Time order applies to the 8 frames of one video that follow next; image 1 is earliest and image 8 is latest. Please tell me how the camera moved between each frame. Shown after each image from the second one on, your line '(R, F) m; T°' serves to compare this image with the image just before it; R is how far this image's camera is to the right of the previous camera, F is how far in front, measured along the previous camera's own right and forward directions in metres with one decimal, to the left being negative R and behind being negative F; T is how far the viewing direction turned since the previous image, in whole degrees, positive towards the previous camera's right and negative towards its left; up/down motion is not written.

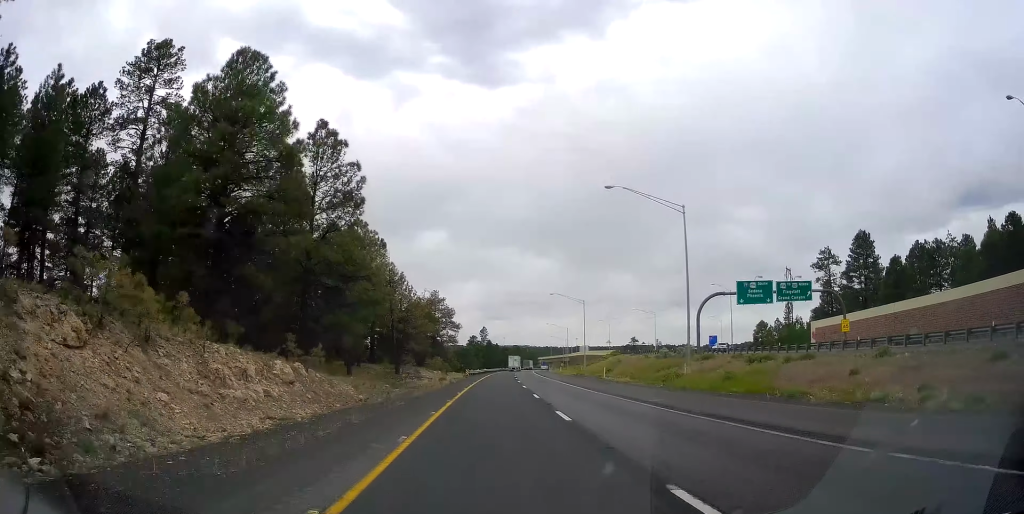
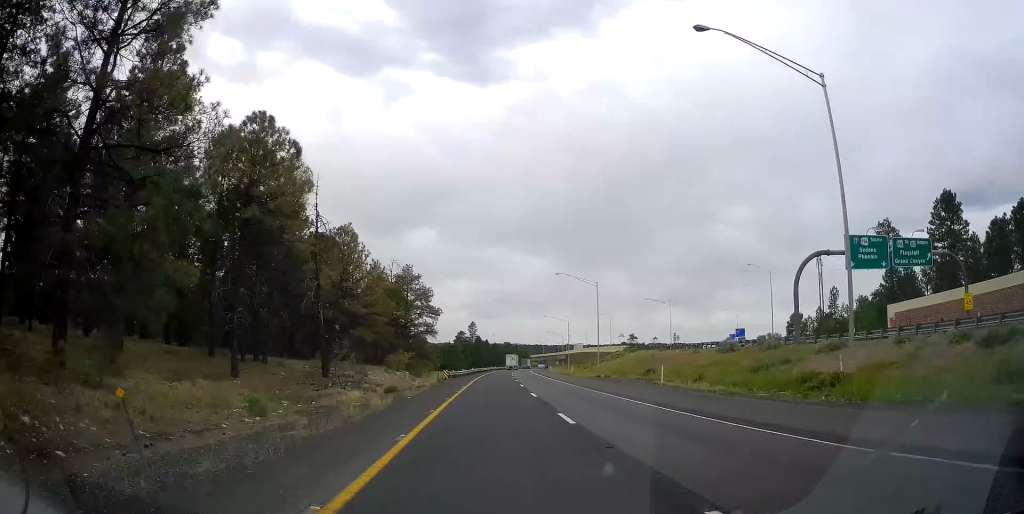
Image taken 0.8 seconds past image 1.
(-0.1, +24.8) m; +1°
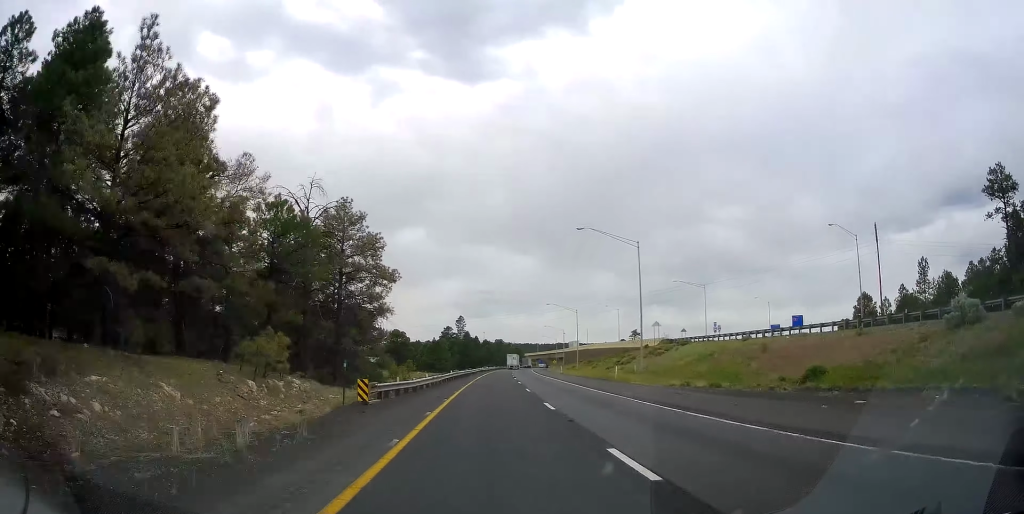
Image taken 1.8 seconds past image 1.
(+0.8, +32.1) m; +2°
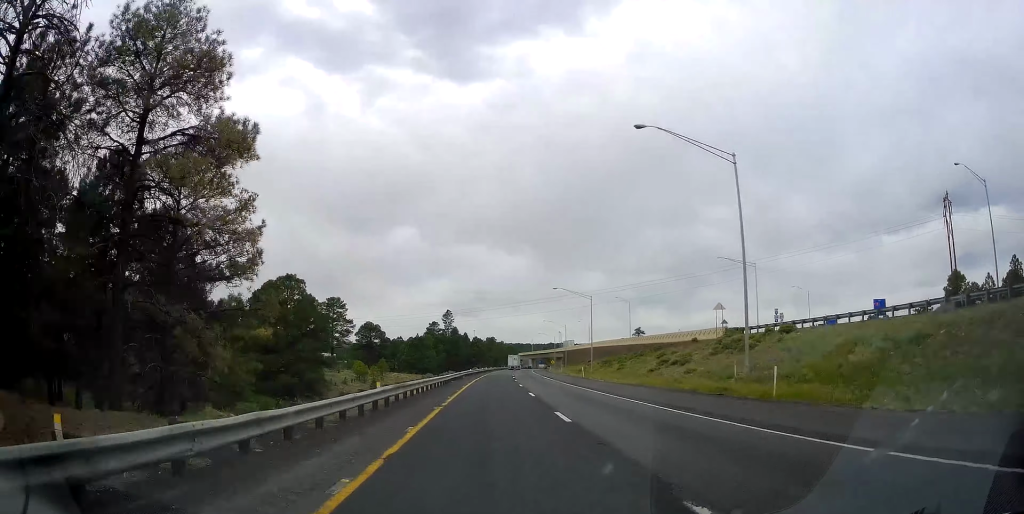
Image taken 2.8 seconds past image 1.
(0.0, +29.0) m; 0°
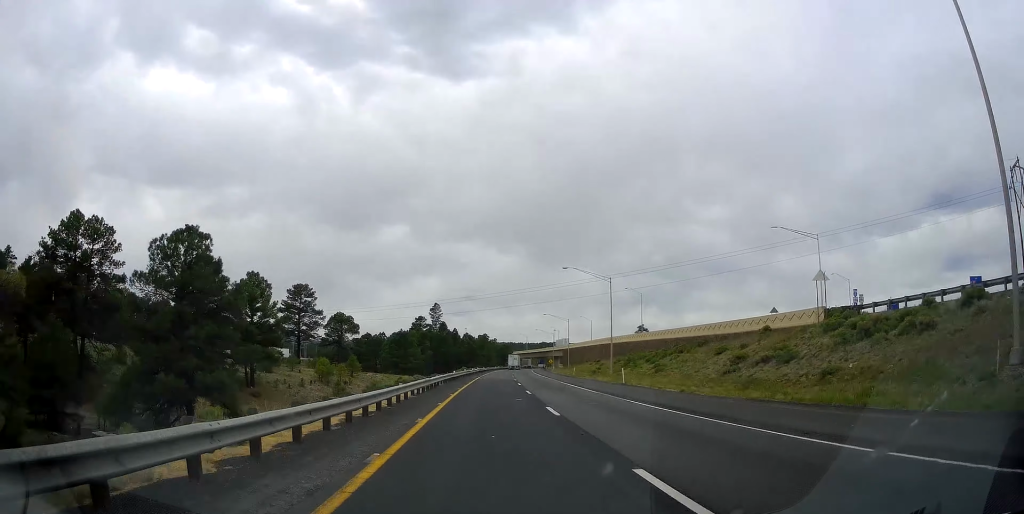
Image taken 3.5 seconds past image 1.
(-0.1, +22.8) m; +1°
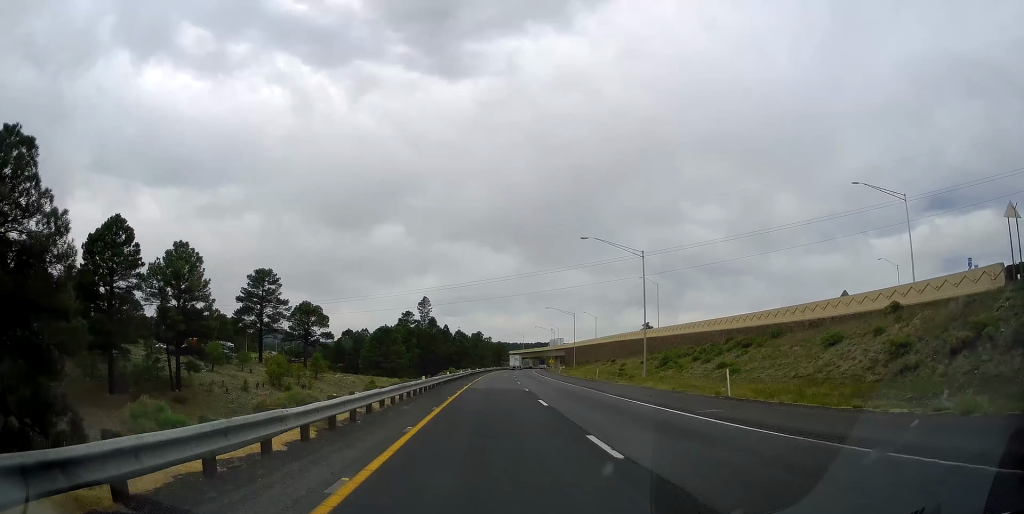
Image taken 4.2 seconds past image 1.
(+0.3, +20.7) m; +1°
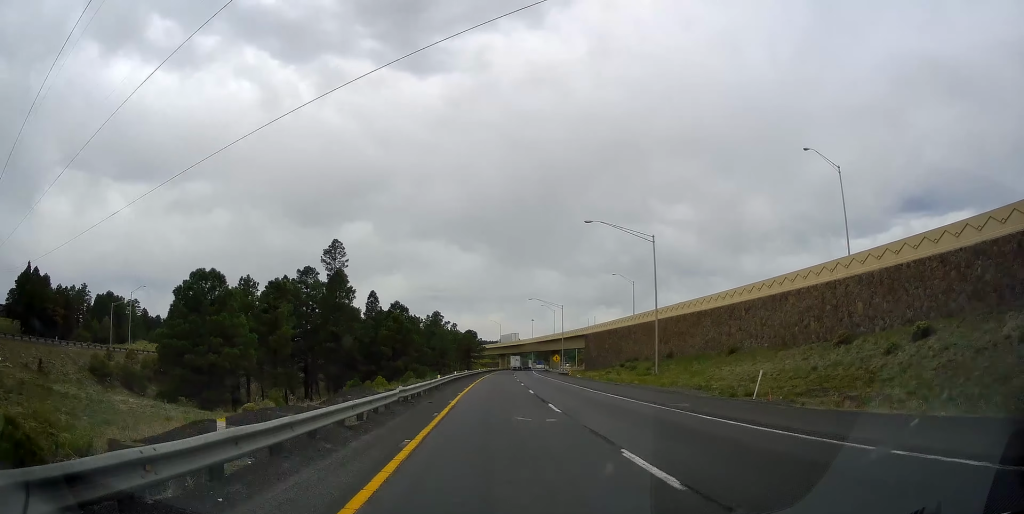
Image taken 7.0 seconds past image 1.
(+2.2, +87.7) m; +3°
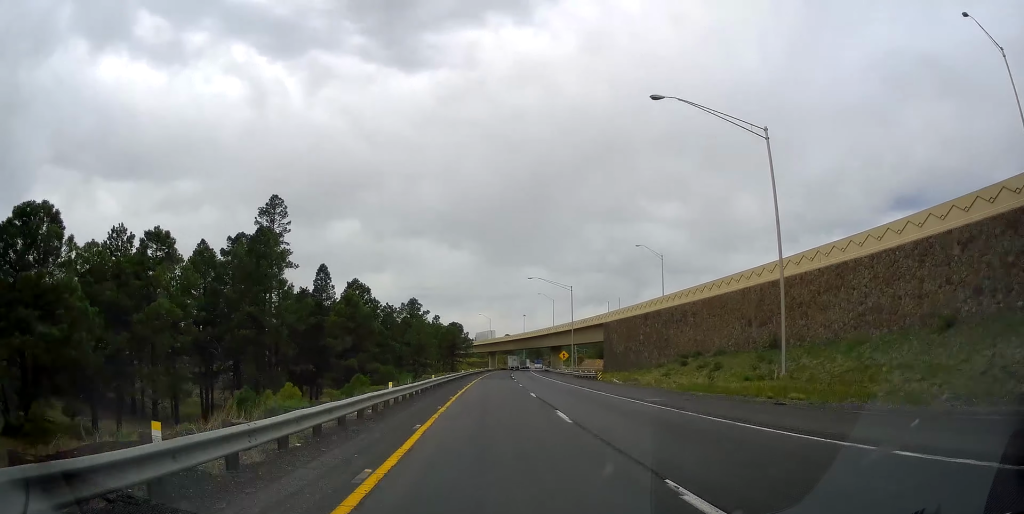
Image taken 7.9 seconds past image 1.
(+0.2, +27.9) m; +1°
